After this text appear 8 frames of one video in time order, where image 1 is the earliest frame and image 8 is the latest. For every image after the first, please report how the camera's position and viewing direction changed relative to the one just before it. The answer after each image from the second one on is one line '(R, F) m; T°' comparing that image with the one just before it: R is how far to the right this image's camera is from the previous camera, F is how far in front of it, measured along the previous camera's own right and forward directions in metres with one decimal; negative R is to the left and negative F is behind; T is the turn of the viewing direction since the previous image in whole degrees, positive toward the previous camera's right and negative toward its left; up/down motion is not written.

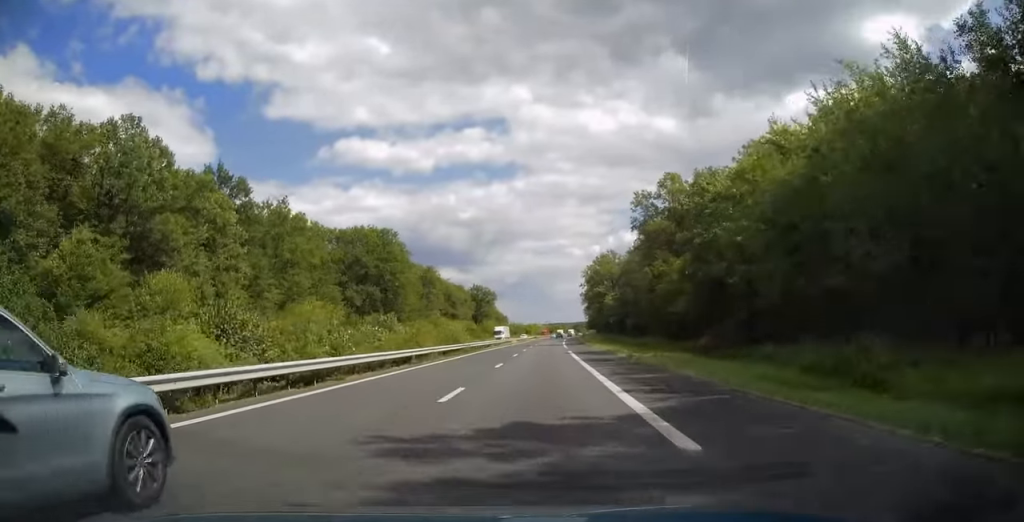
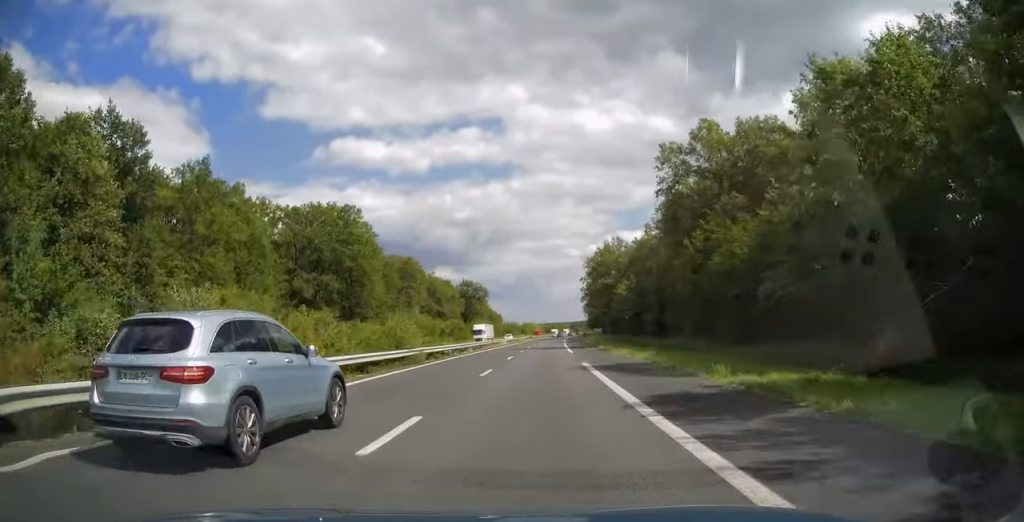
(0.0, +18.7) m; 0°
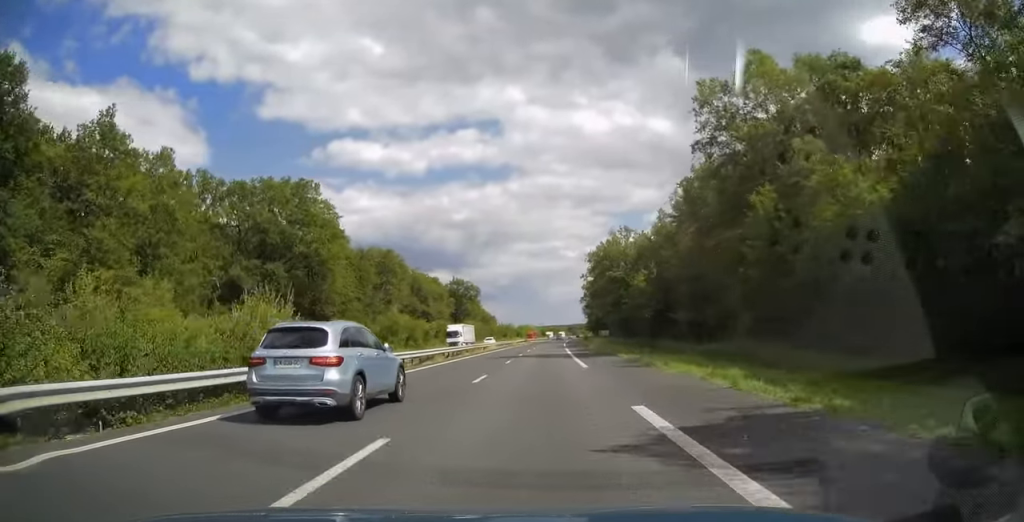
(0.0, +15.2) m; 0°
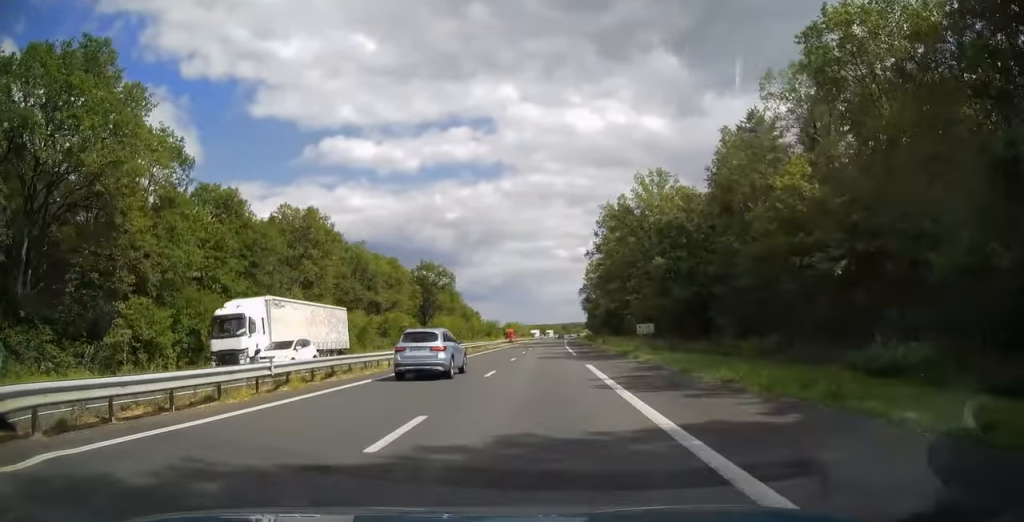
(+0.2, +37.4) m; +1°
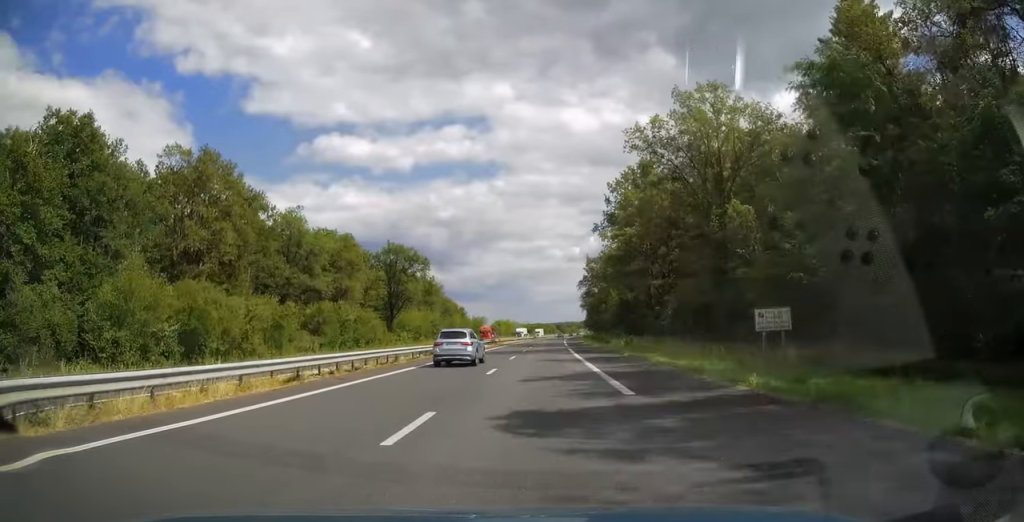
(+0.3, +26.1) m; +1°
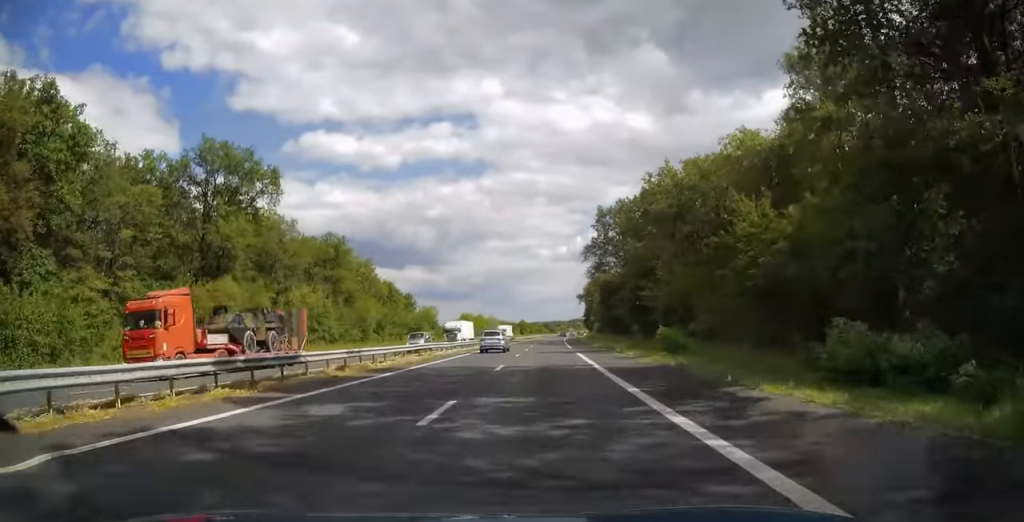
(+0.2, +64.3) m; +1°
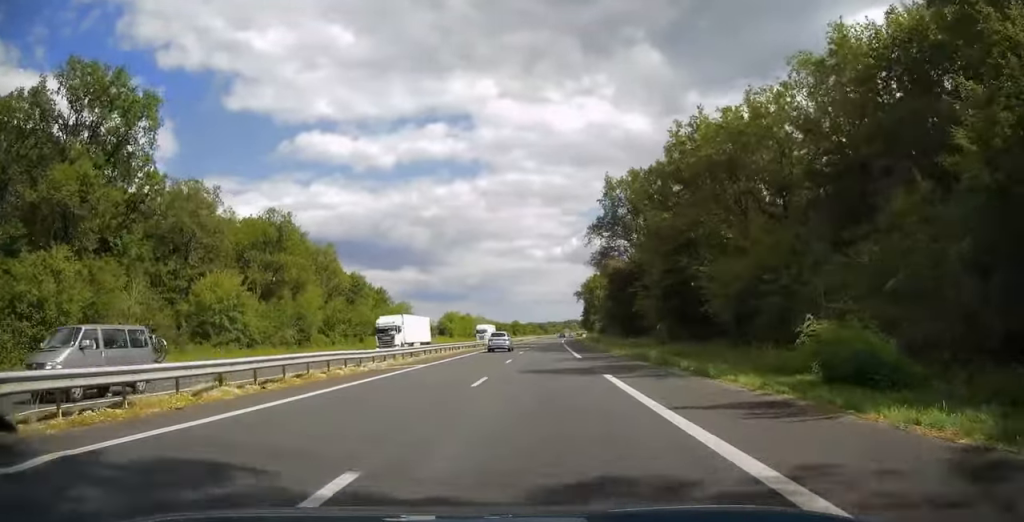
(+0.4, +19.7) m; +1°
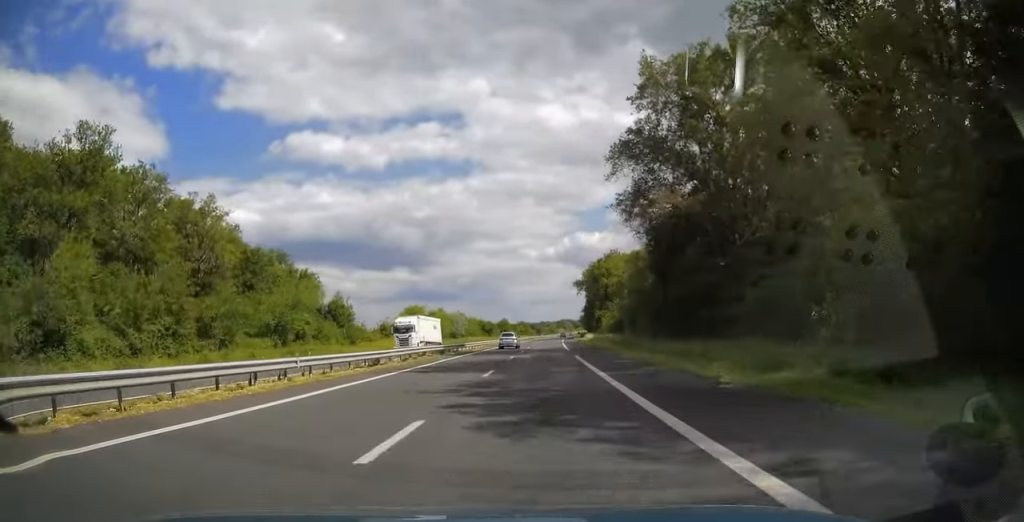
(0.0, +35.8) m; 0°
